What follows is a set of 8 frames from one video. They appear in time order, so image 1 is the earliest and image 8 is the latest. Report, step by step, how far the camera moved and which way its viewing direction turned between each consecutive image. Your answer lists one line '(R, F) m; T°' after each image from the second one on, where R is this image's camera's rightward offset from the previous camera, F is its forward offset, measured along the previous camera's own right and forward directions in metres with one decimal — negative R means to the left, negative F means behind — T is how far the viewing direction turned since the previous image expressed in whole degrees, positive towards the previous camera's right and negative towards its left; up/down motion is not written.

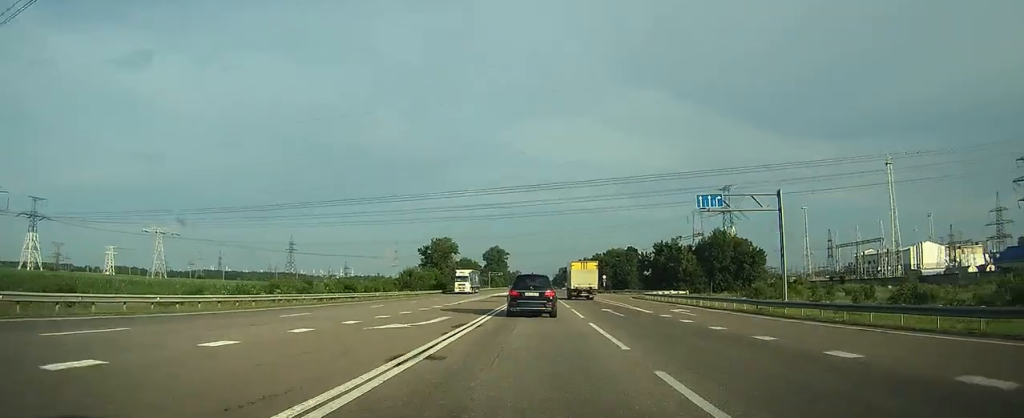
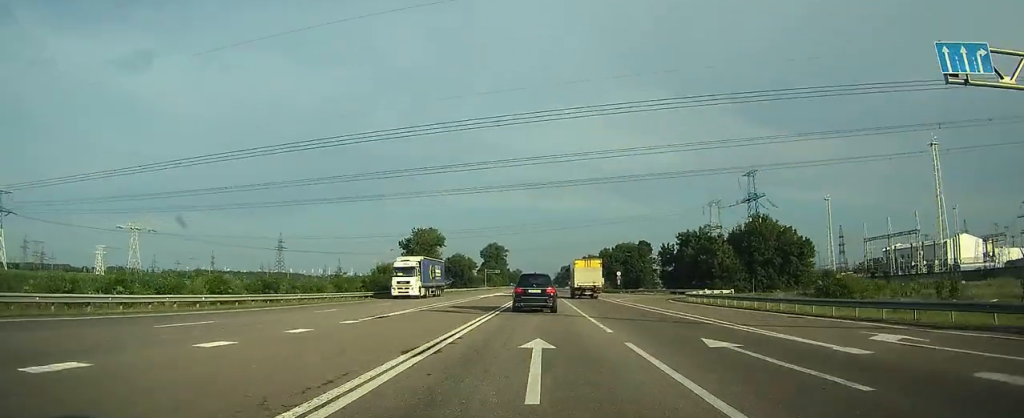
(-0.1, +20.3) m; 0°
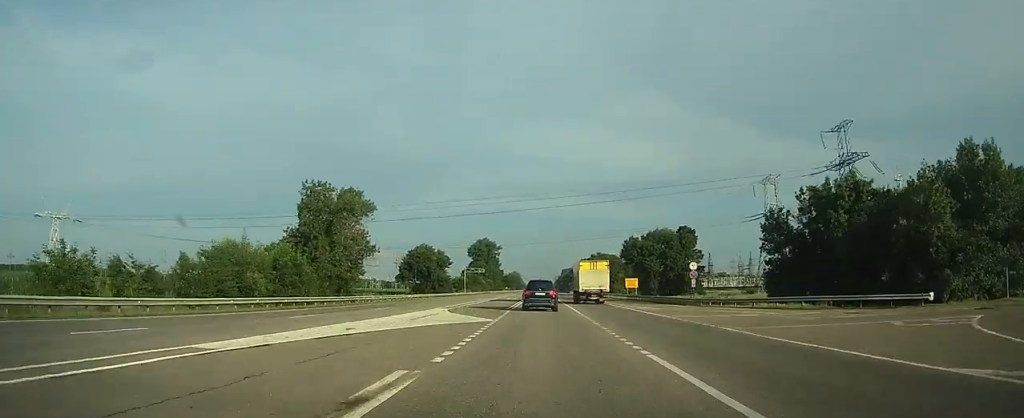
(-0.2, +49.5) m; 0°
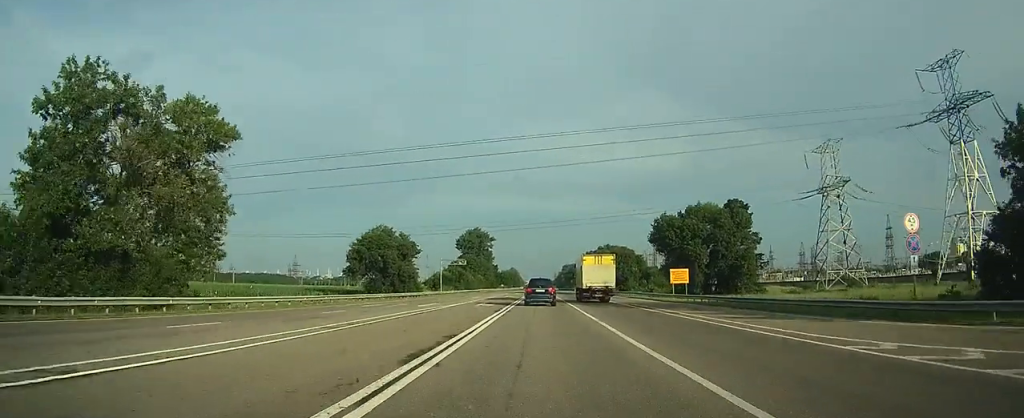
(0.0, +32.0) m; 0°
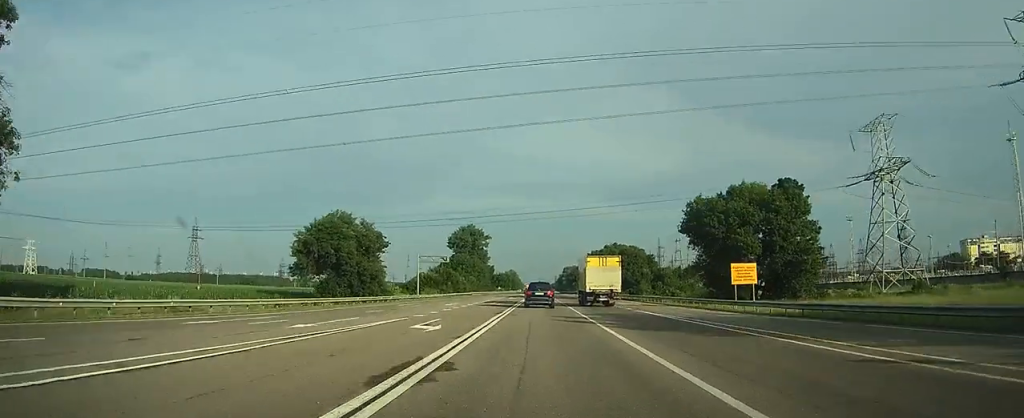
(0.0, +19.5) m; 0°
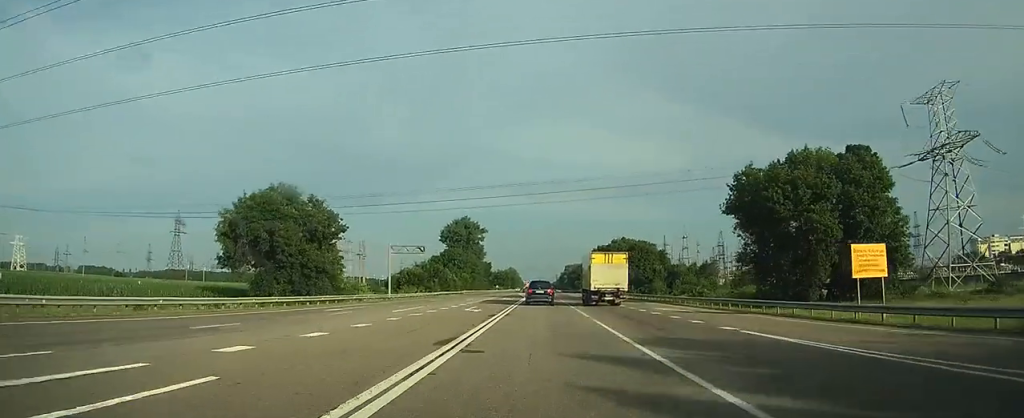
(0.0, +16.7) m; 0°
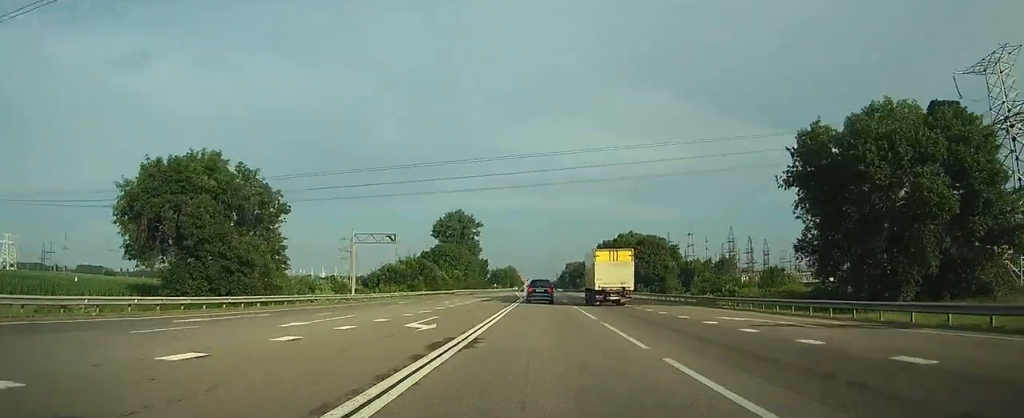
(0.0, +13.6) m; 0°
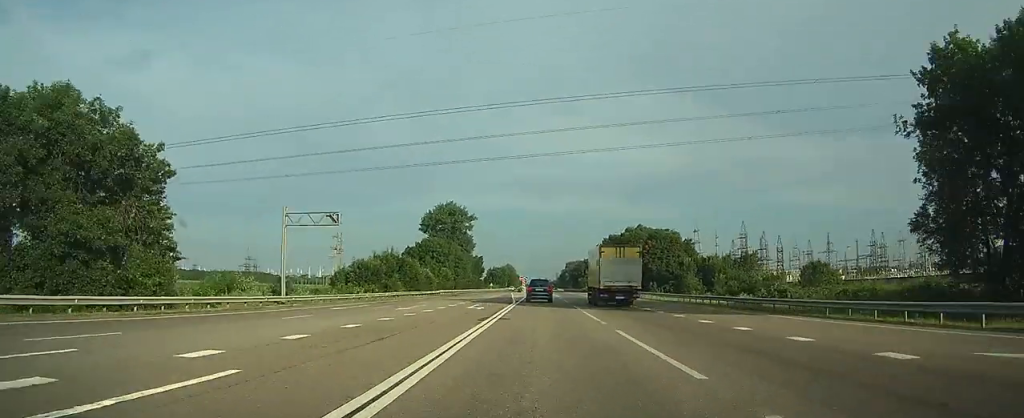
(0.0, +15.4) m; 0°
